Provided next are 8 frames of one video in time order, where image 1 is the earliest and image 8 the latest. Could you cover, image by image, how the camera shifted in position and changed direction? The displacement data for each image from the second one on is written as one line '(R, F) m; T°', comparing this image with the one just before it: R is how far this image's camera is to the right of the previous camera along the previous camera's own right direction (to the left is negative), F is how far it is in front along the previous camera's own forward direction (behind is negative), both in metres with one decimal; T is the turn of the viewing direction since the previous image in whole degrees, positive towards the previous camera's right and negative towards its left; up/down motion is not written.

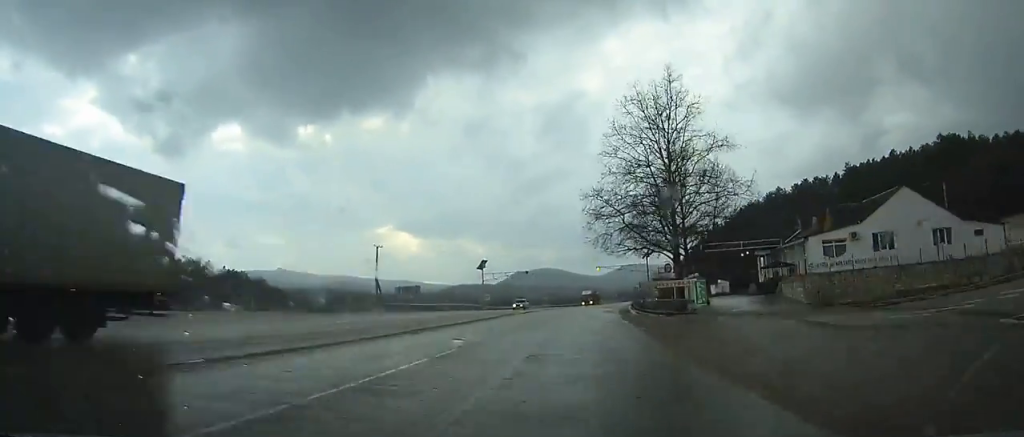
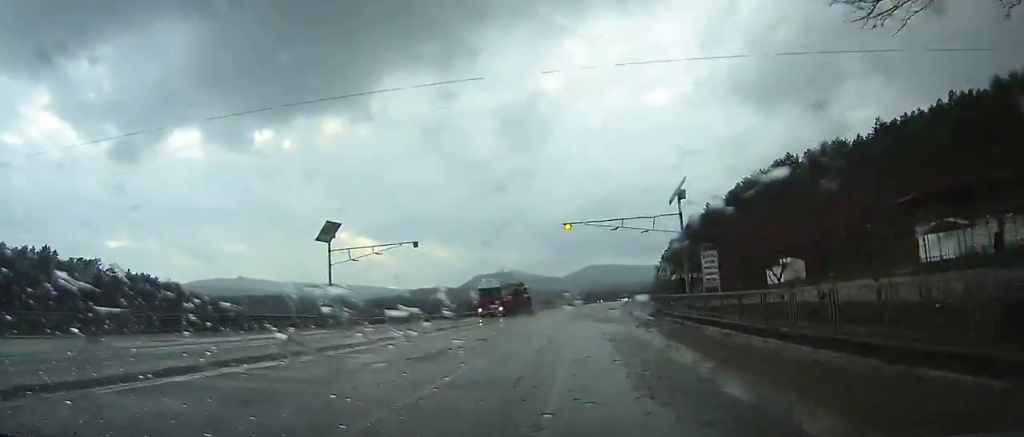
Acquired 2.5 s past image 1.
(+2.0, +54.3) m; +4°
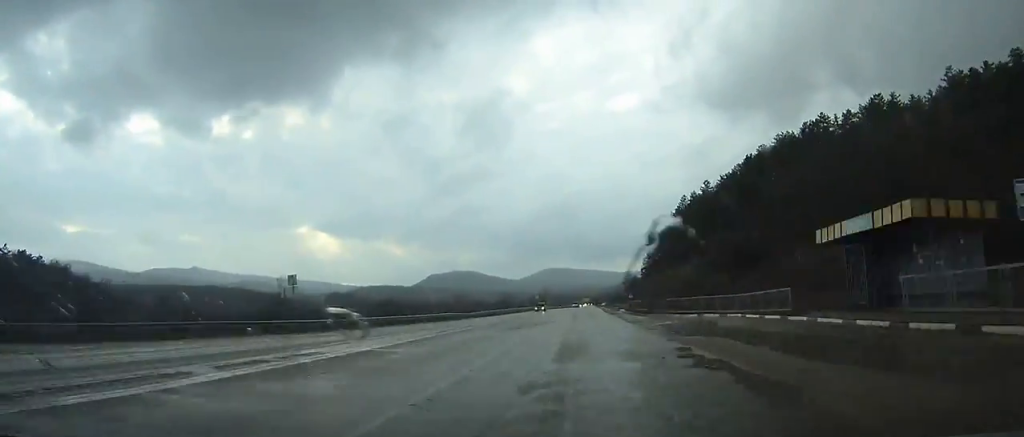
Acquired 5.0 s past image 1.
(+1.6, +55.1) m; +3°
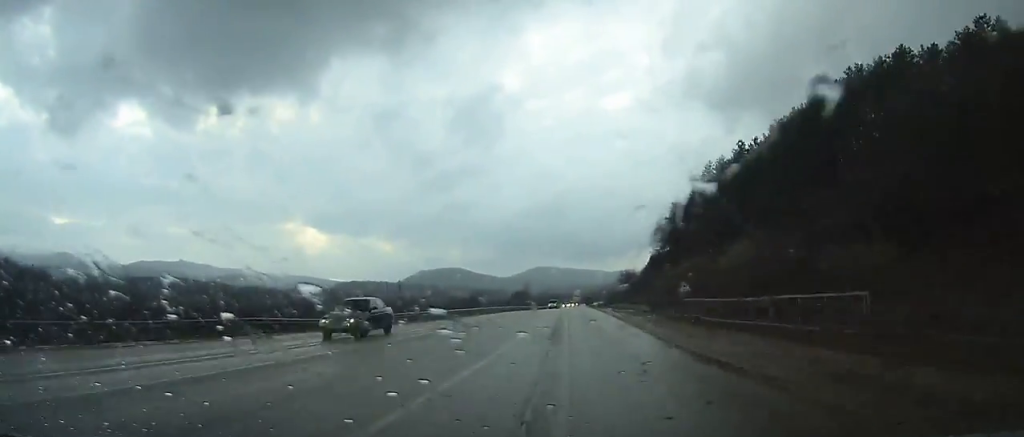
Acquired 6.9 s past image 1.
(+1.1, +42.1) m; +2°
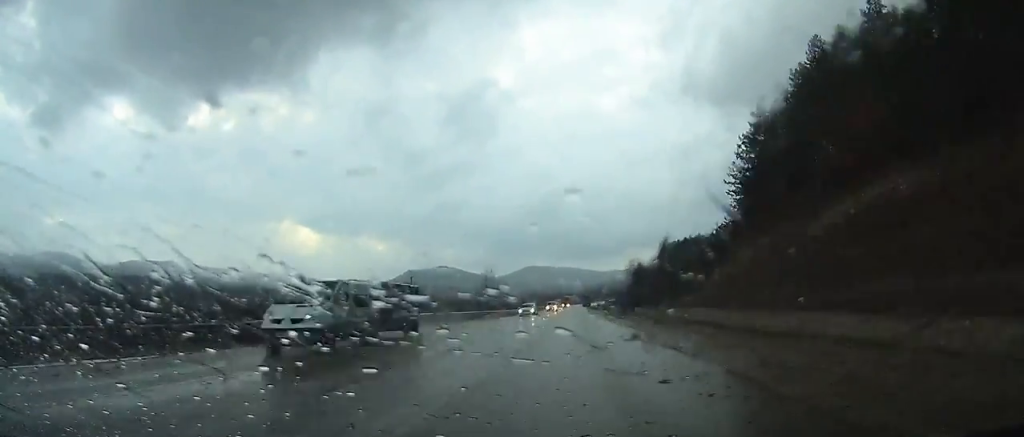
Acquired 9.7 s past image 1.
(+0.6, +60.9) m; +1°
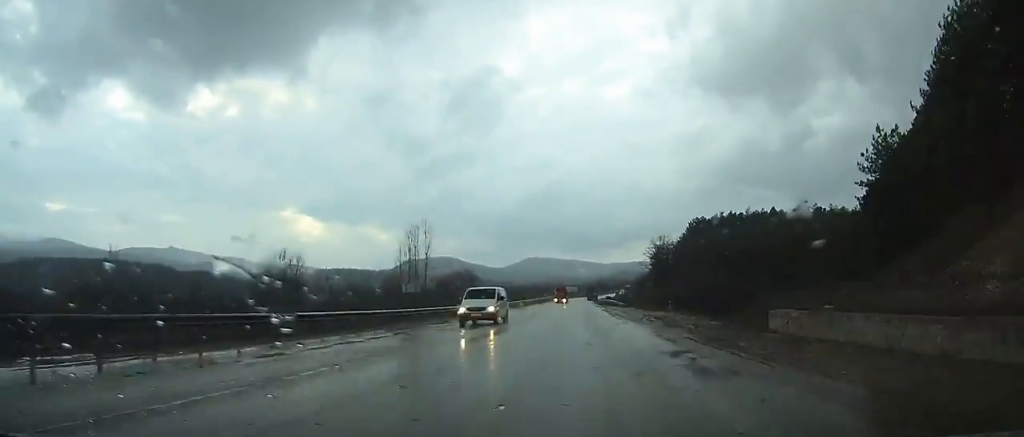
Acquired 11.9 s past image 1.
(+0.1, +45.4) m; 0°
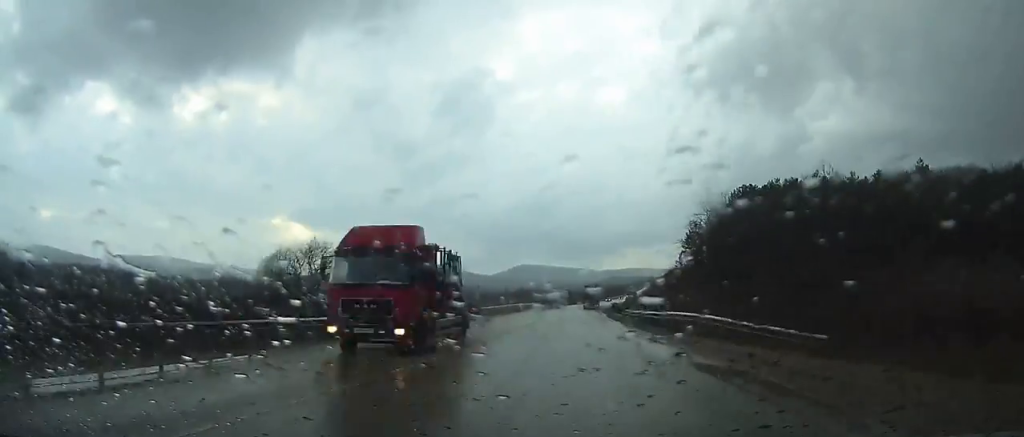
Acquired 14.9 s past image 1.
(-0.4, +56.7) m; -1°
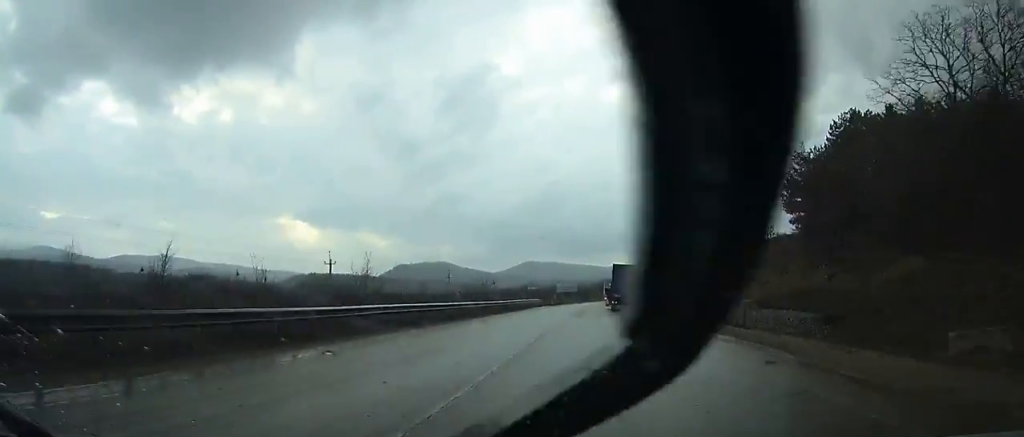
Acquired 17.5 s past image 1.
(-0.4, +41.3) m; -1°
